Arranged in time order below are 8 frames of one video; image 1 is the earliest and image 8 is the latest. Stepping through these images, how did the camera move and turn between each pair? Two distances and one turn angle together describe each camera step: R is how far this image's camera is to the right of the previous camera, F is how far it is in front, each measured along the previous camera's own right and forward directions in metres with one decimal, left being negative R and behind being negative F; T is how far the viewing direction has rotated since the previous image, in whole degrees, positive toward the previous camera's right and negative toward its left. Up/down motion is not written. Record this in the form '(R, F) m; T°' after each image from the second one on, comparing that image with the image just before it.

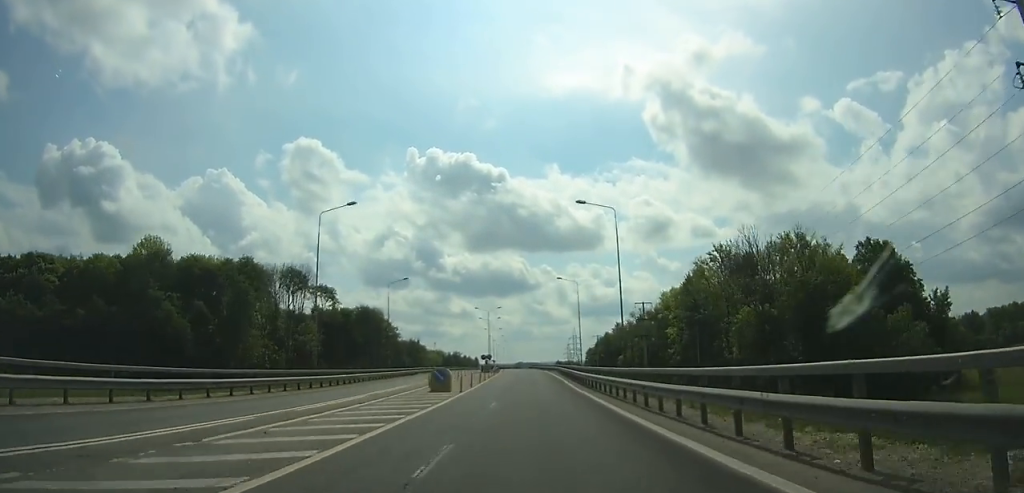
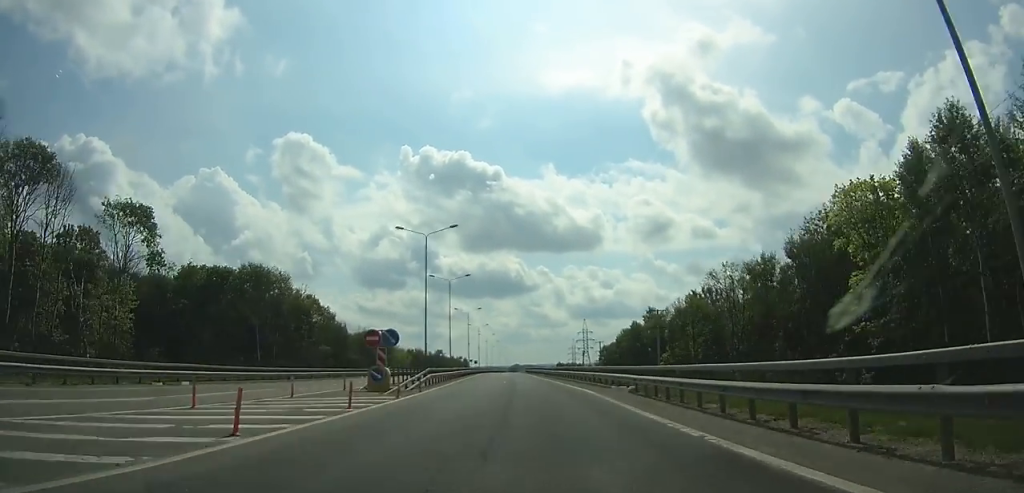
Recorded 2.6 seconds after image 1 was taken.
(-0.1, +65.7) m; -1°
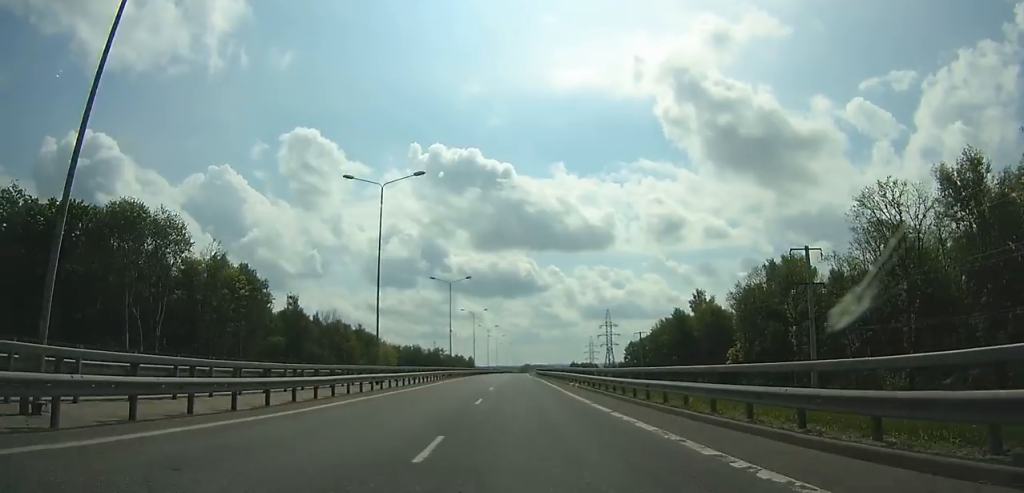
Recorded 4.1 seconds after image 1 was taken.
(0.0, +37.3) m; 0°
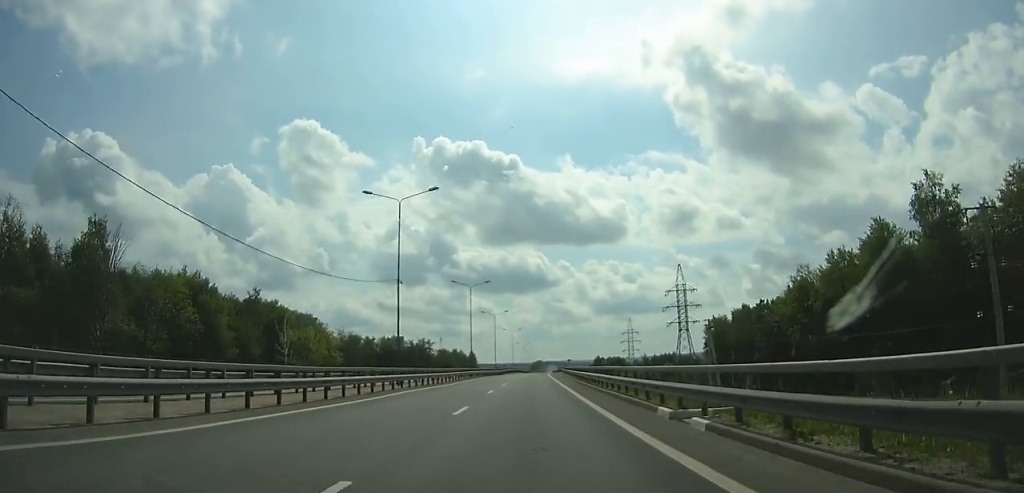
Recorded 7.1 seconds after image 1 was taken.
(-0.8, +72.8) m; 0°
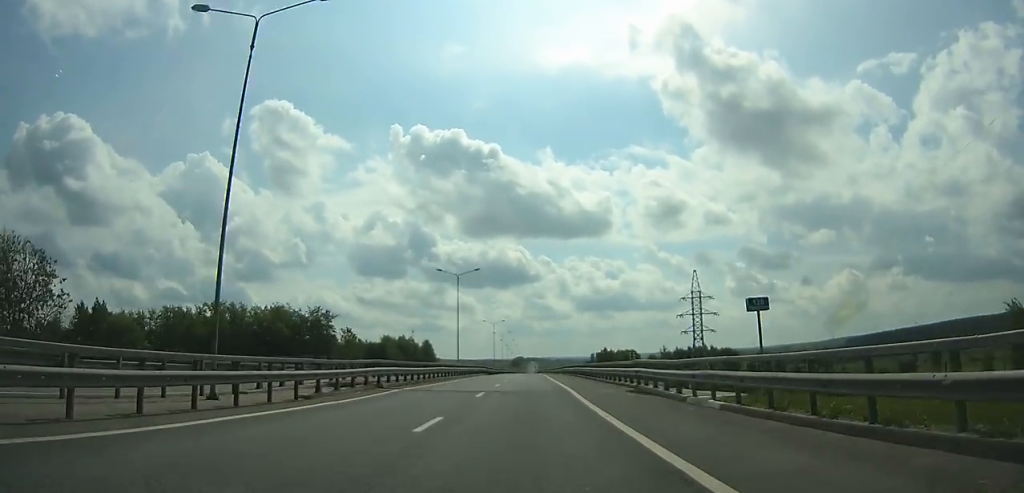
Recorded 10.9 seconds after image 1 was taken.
(+1.0, +92.5) m; +1°
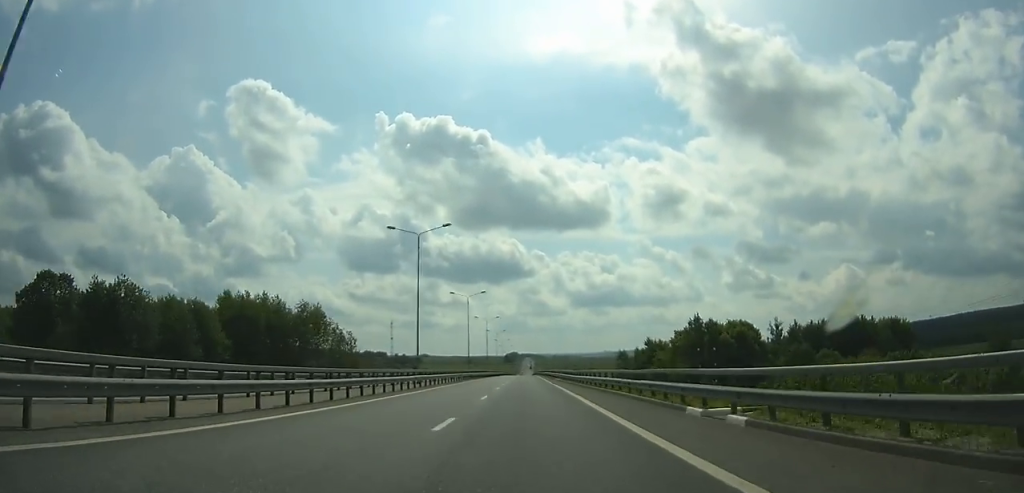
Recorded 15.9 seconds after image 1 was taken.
(+1.0, +125.4) m; +1°
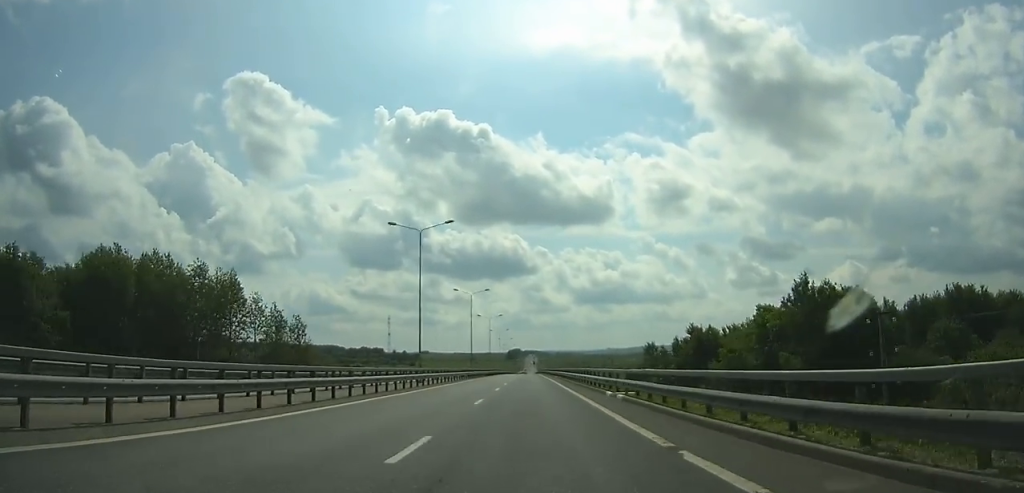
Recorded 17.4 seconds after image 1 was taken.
(+0.1, +39.5) m; 0°
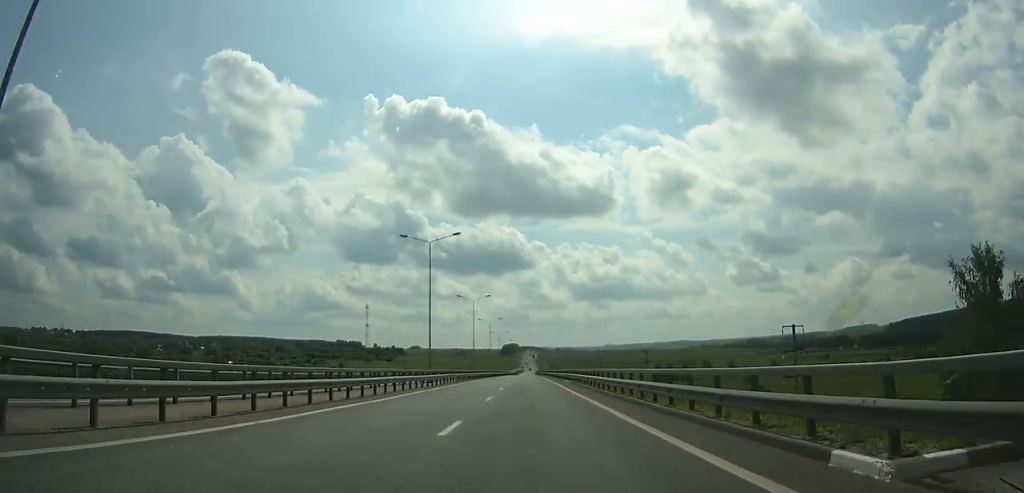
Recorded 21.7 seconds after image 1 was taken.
(+0.1, +116.6) m; 0°
